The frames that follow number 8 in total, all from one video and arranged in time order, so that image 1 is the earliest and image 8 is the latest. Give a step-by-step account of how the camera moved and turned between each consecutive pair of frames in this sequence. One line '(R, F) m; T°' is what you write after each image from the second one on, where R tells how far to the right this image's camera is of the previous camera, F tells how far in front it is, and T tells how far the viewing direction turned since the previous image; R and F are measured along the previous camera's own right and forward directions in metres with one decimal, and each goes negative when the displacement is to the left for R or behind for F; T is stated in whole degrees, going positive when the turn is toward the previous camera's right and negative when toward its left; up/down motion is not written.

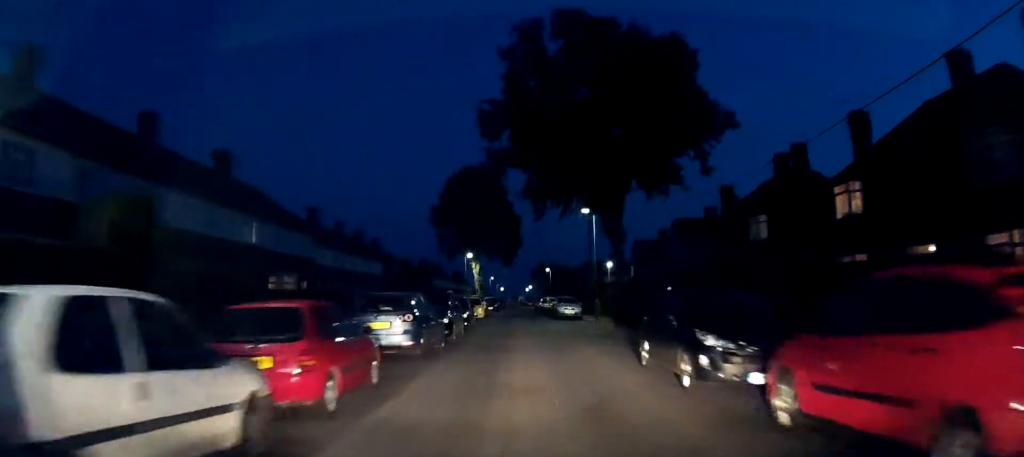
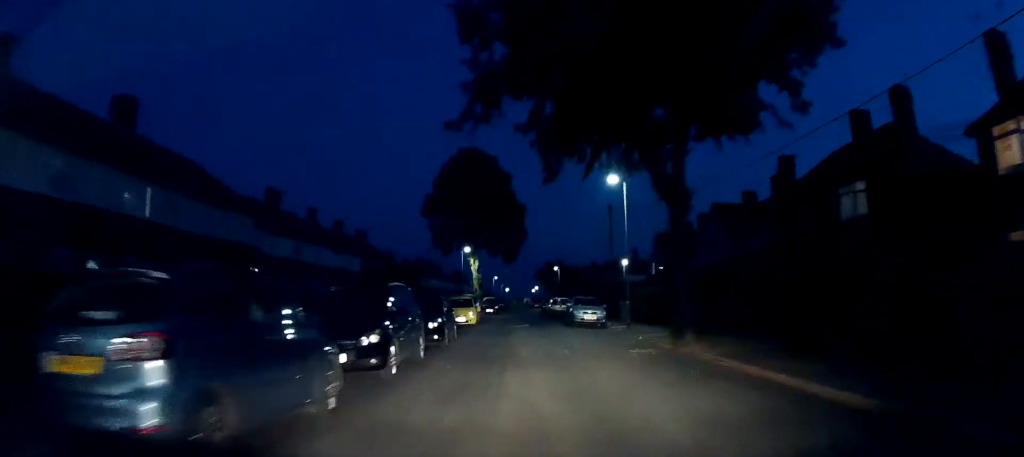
(-0.1, +9.9) m; -1°
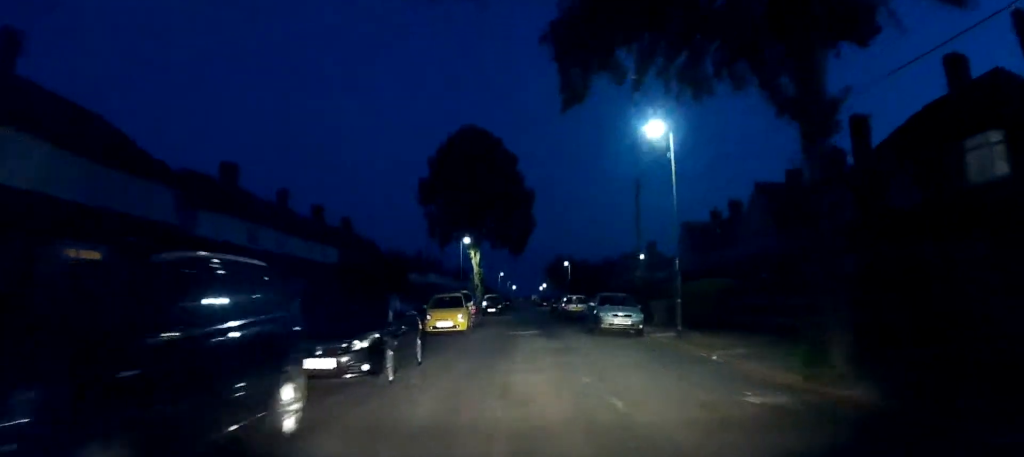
(0.0, +7.8) m; -1°
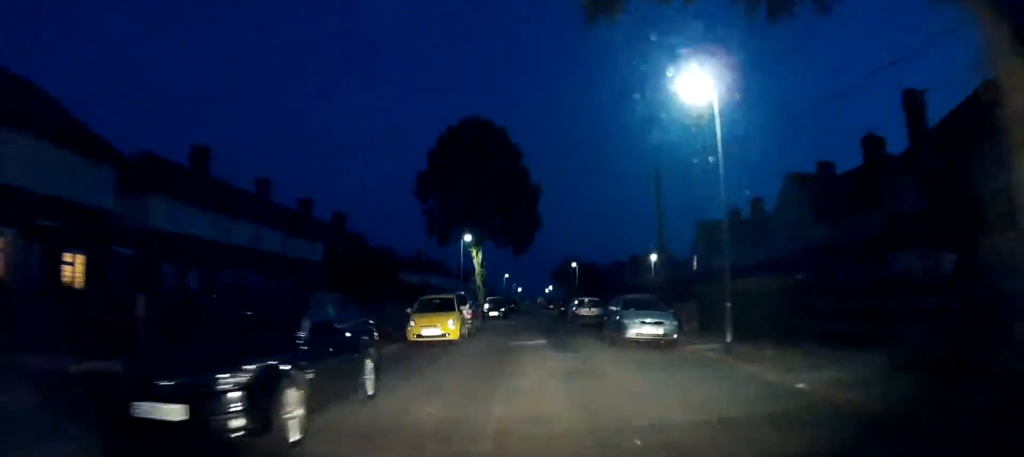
(-0.1, +4.2) m; -1°
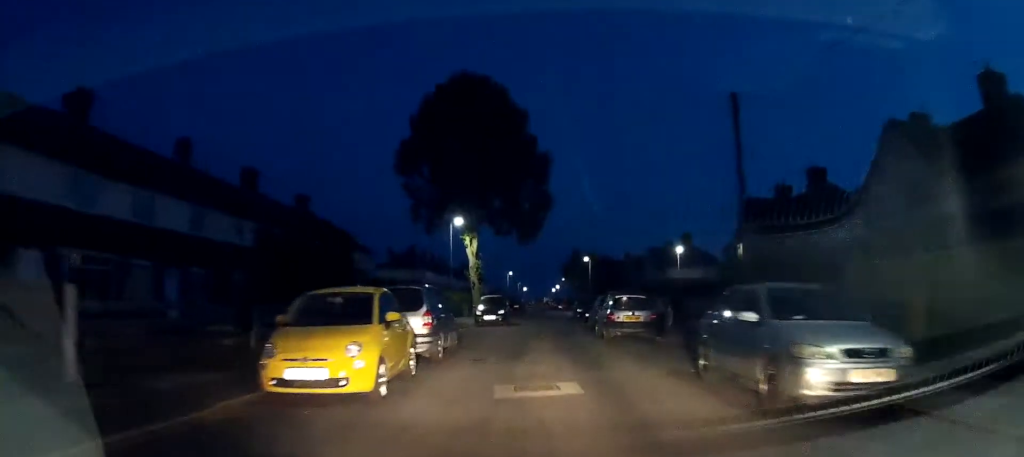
(-0.1, +10.5) m; -2°
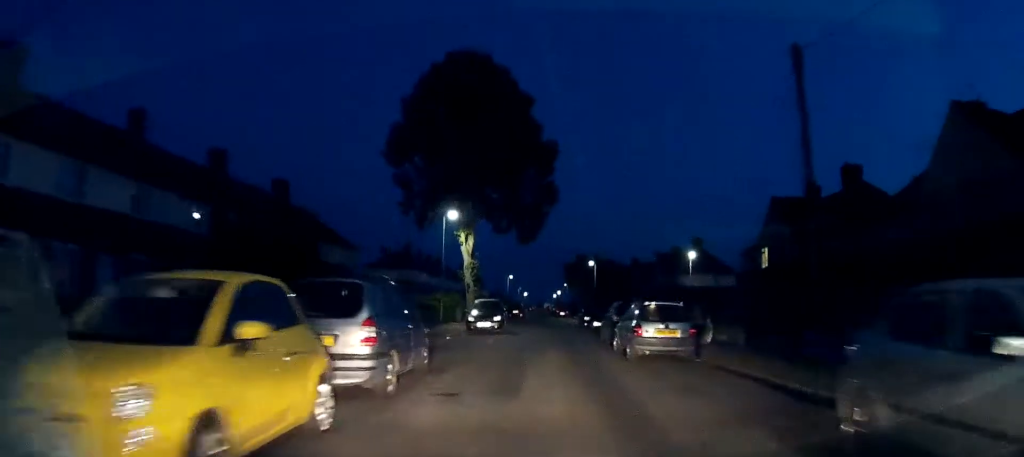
(-0.1, +4.6) m; 0°
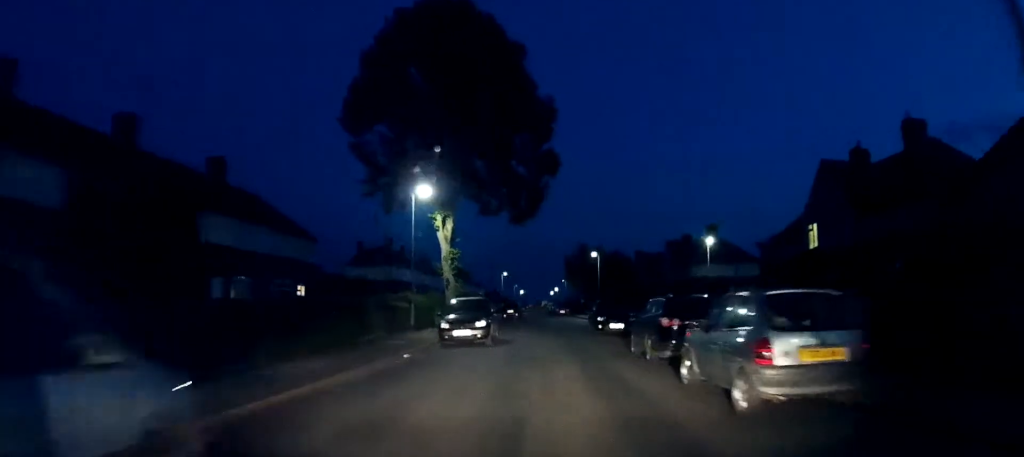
(+0.1, +8.0) m; +1°
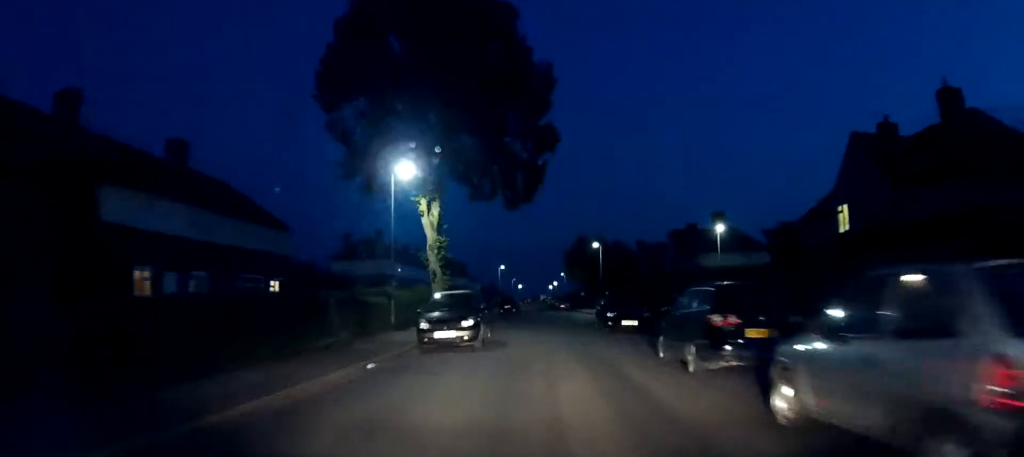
(+0.1, +3.7) m; +1°
